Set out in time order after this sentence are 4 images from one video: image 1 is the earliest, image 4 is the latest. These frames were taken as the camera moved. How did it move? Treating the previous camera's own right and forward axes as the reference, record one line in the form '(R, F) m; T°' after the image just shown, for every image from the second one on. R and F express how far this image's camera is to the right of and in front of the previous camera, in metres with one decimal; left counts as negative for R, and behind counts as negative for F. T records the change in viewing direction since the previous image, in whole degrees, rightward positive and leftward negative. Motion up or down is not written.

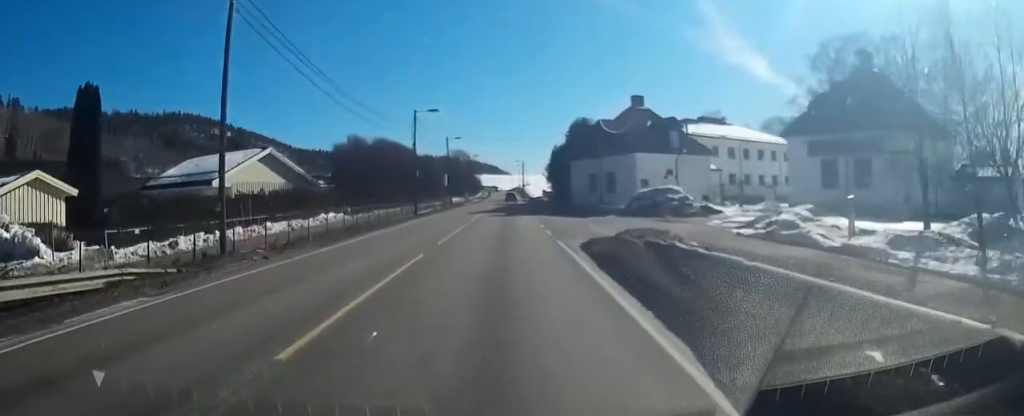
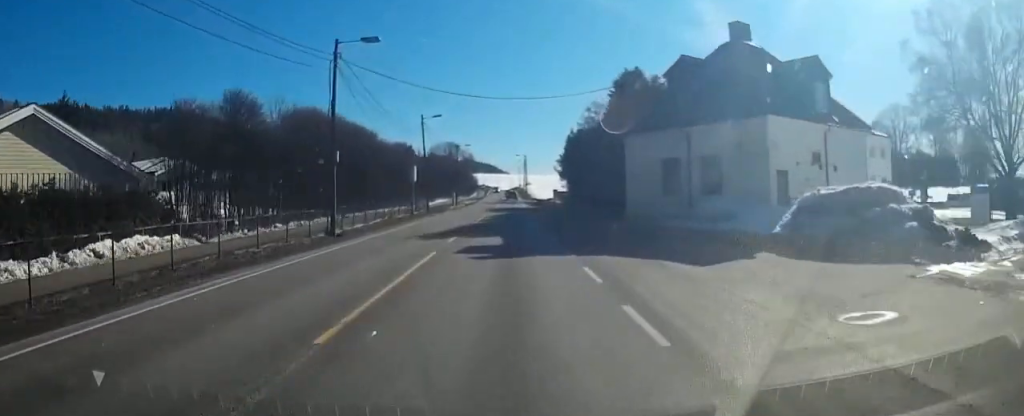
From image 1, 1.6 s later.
(0.0, +23.0) m; 0°
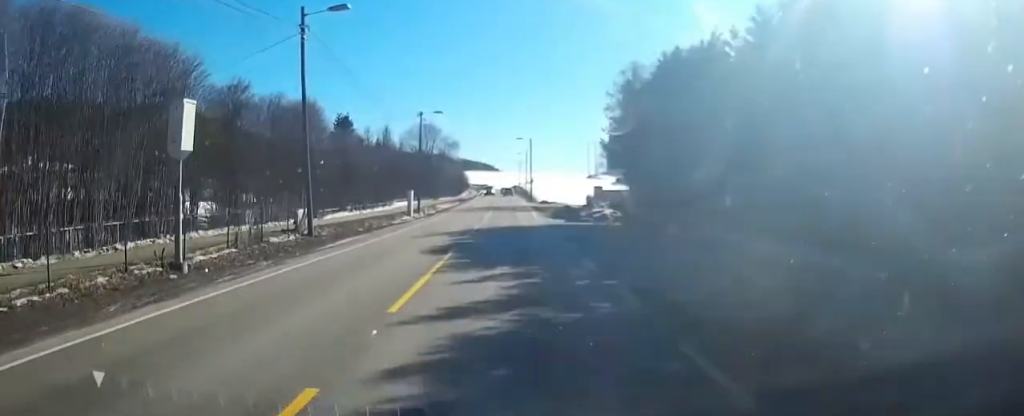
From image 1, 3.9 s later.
(+0.1, +33.8) m; 0°
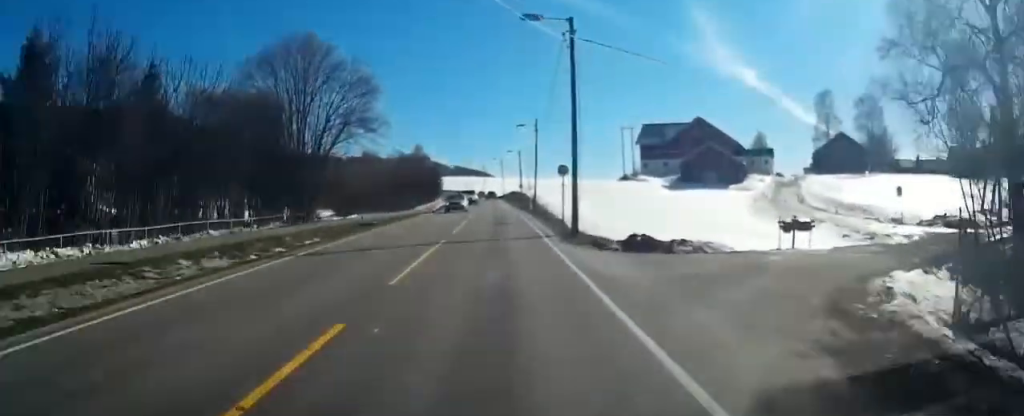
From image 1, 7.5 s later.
(+0.9, +56.6) m; 0°
